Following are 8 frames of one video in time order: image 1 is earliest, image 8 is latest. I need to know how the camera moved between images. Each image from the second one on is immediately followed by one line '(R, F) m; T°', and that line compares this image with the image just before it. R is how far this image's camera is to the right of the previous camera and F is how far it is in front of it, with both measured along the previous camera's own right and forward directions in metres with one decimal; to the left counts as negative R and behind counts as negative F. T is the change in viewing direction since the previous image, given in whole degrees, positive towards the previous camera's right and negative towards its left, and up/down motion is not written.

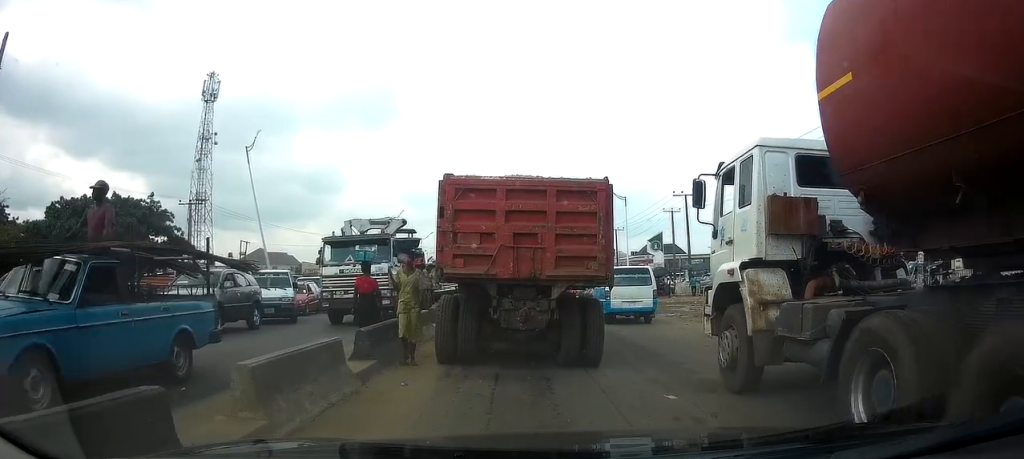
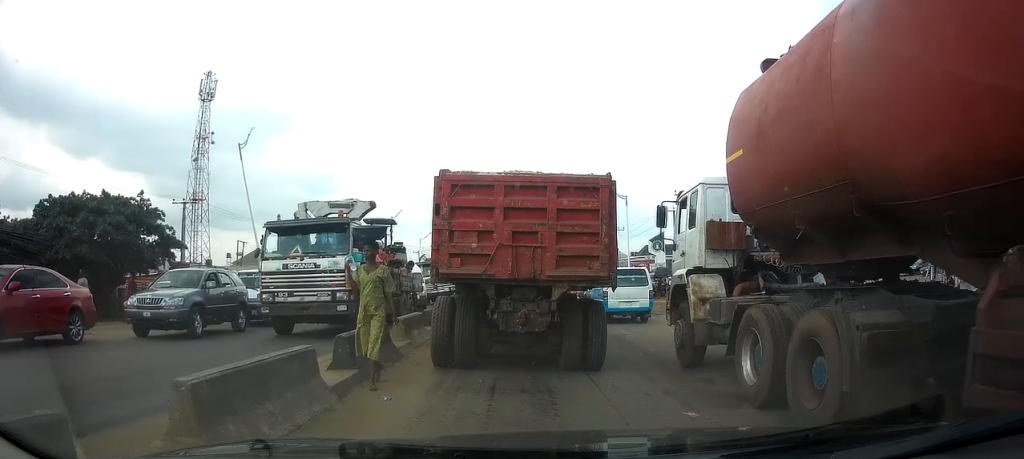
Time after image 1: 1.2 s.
(+0.1, +1.1) m; 0°
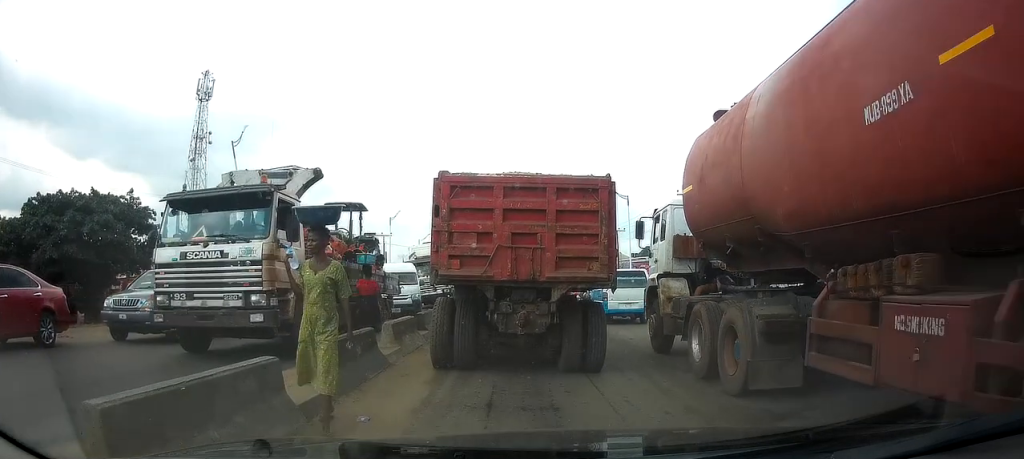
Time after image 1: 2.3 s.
(0.0, +0.9) m; 0°
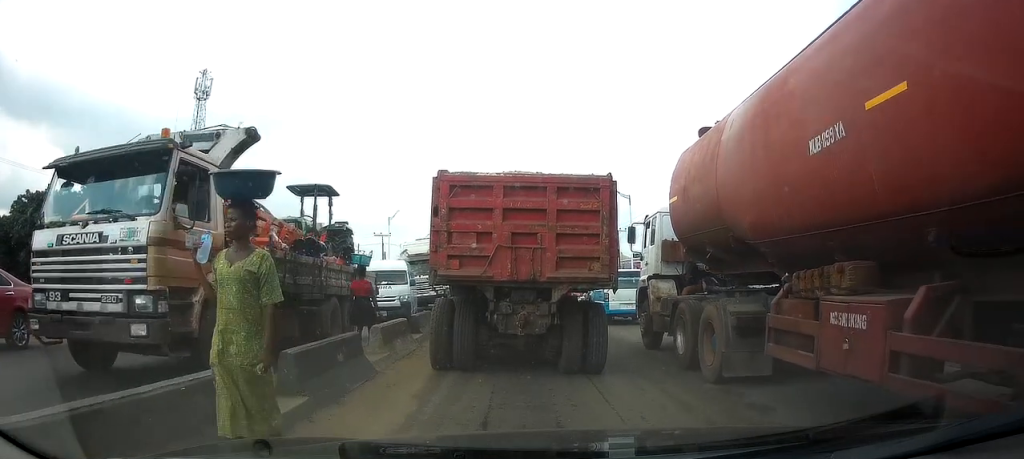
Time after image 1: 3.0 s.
(0.0, +0.7) m; 0°
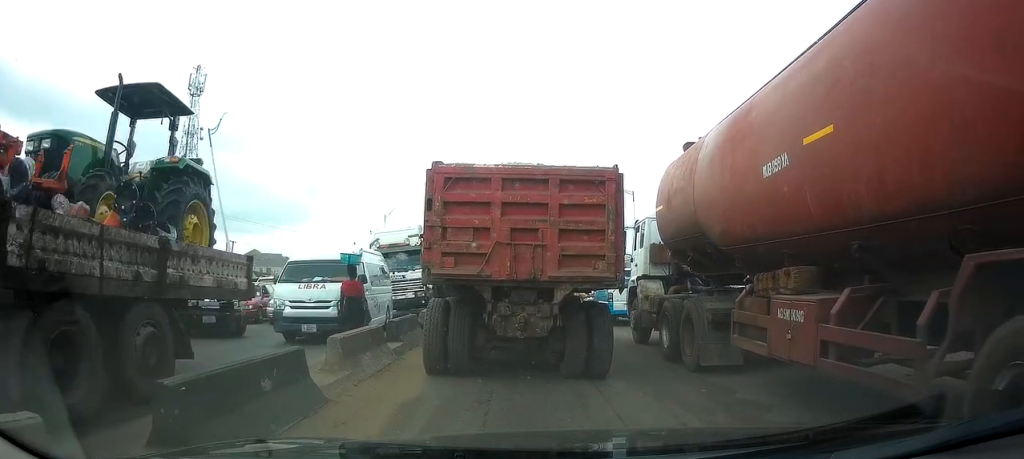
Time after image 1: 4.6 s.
(+0.1, +1.7) m; 0°
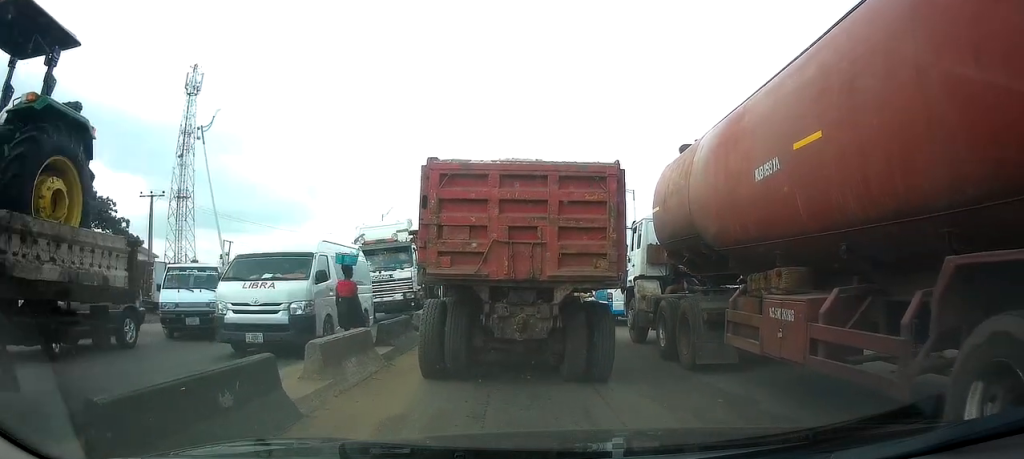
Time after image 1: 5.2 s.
(0.0, +0.6) m; 0°
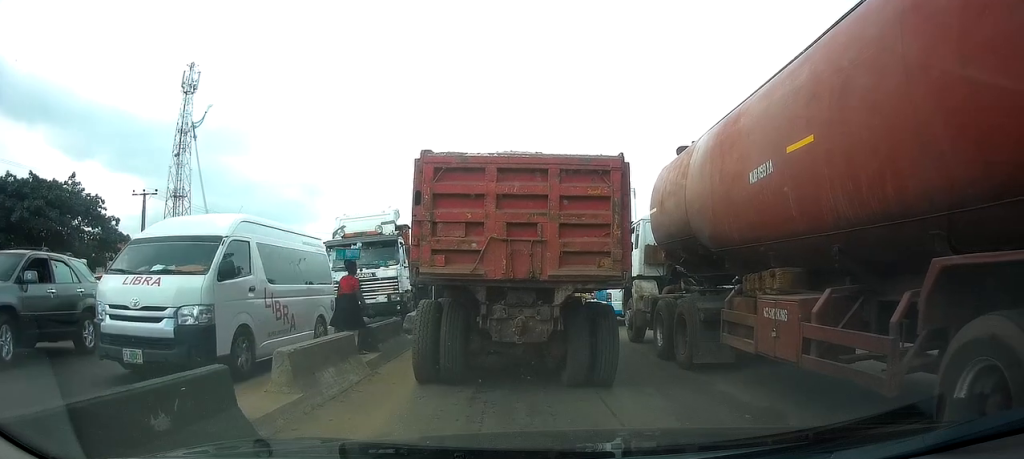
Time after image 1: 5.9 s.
(+0.1, +0.7) m; 0°
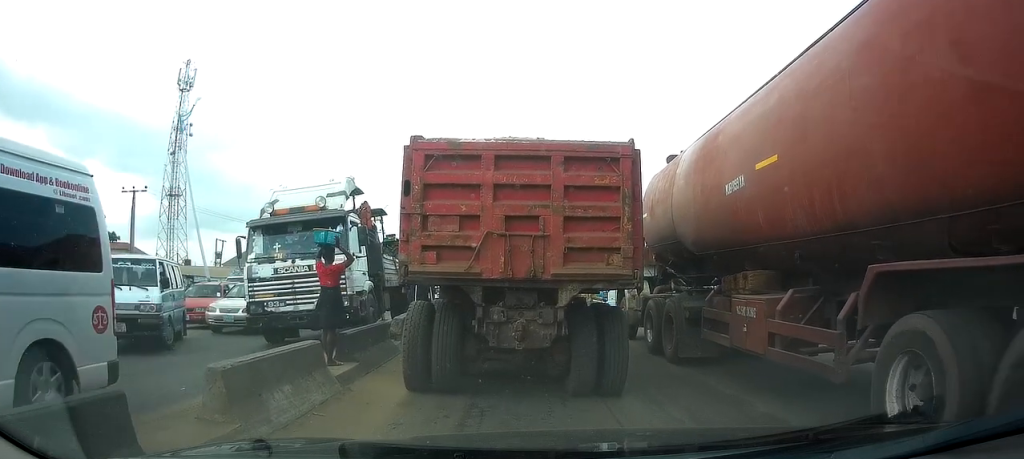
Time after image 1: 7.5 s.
(0.0, +1.3) m; 0°
